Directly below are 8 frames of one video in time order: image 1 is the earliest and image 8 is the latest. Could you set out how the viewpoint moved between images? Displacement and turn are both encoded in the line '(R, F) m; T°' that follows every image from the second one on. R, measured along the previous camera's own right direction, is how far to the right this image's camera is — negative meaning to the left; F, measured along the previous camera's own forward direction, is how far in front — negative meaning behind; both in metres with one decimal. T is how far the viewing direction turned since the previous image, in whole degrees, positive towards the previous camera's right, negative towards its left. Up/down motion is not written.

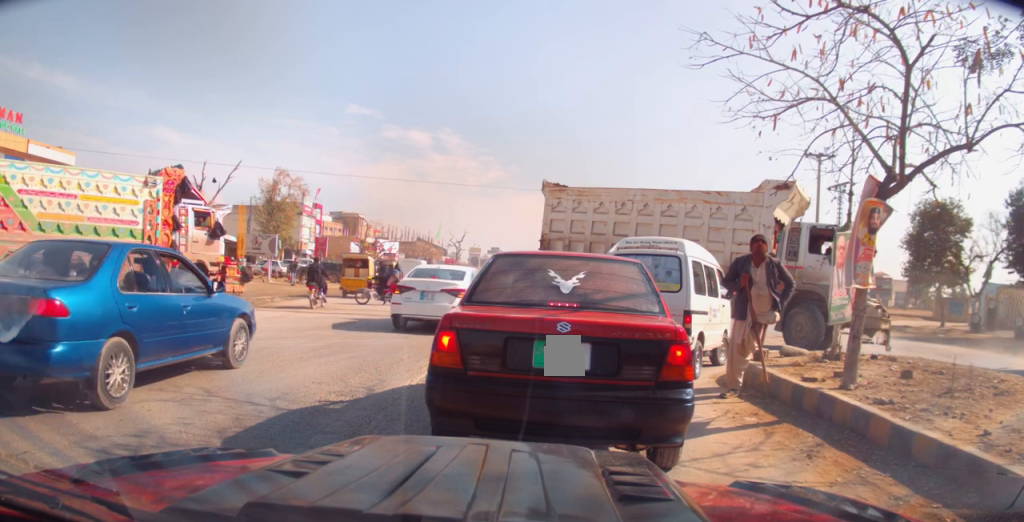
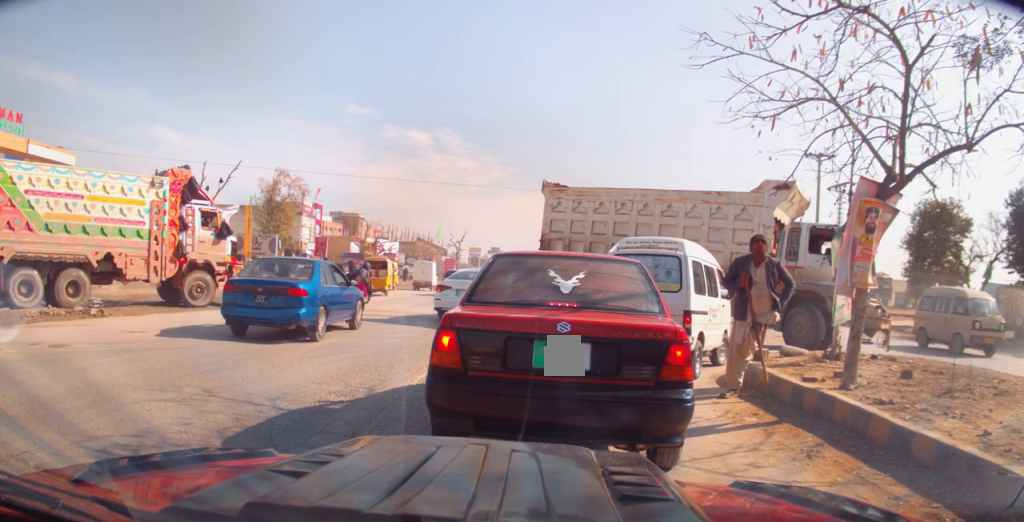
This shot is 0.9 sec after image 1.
(0.0, 0.0) m; 0°
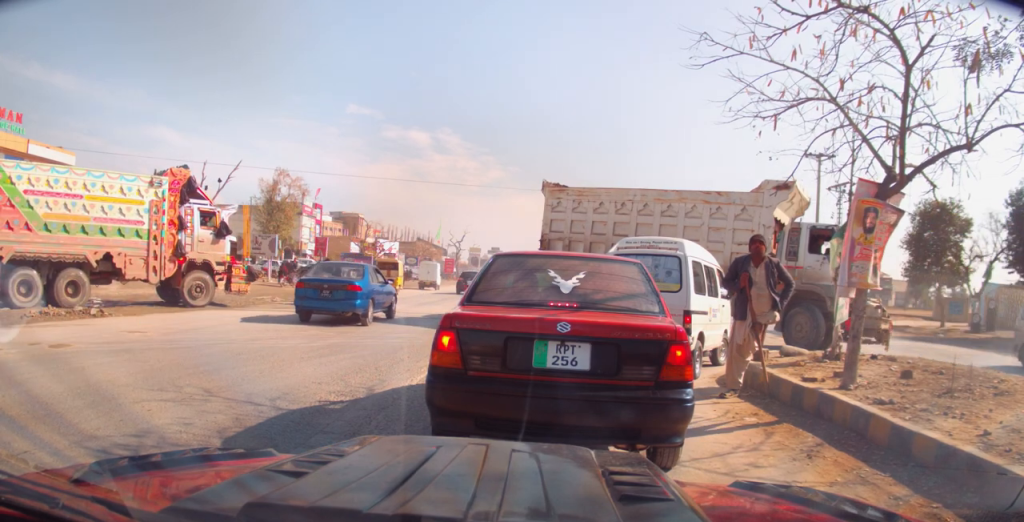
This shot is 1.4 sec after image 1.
(0.0, 0.0) m; 0°
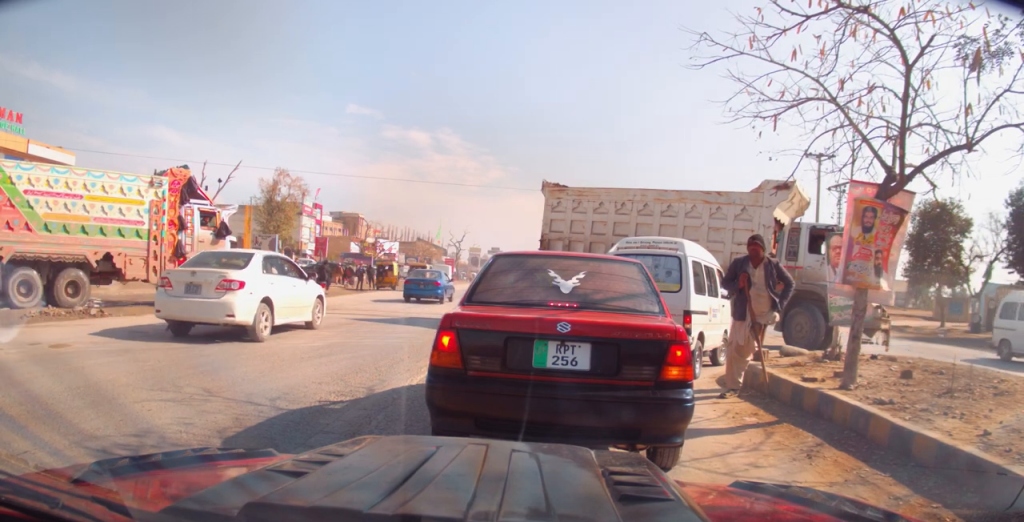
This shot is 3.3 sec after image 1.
(0.0, 0.0) m; 0°
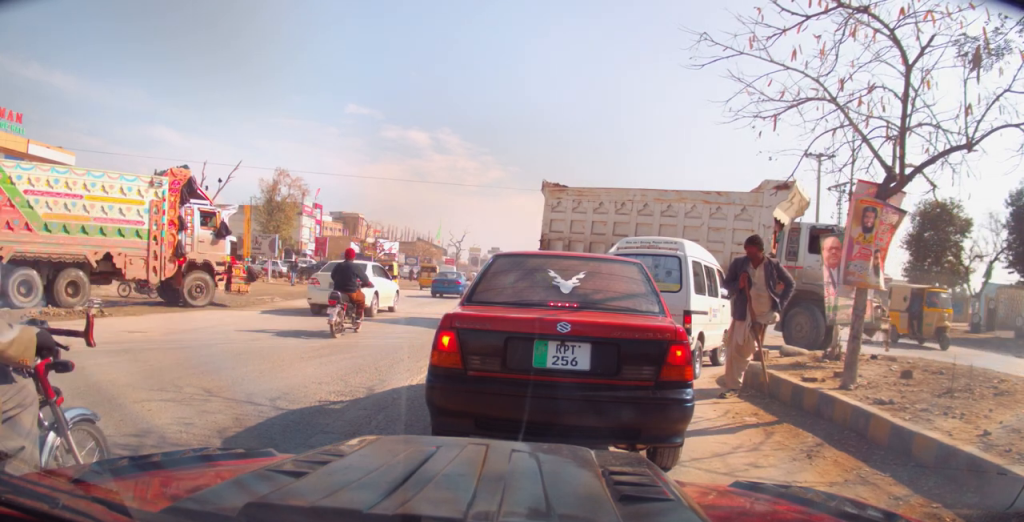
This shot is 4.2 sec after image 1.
(0.0, 0.0) m; 0°
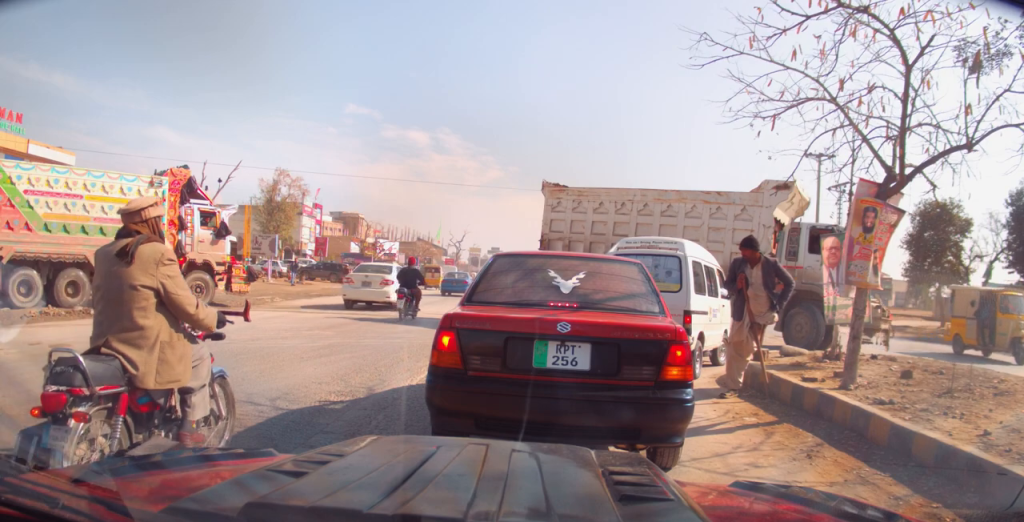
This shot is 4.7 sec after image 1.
(0.0, 0.0) m; 0°
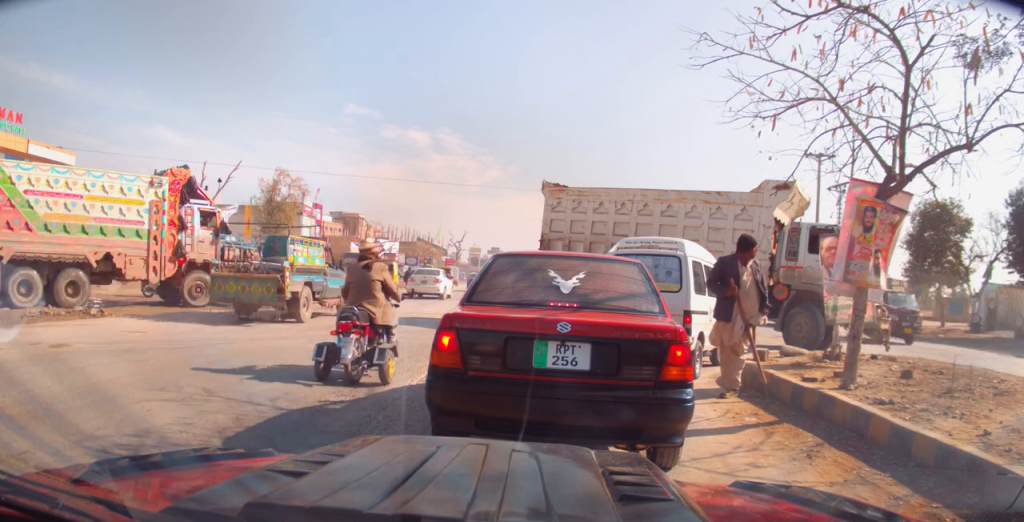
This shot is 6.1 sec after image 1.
(0.0, 0.0) m; 0°
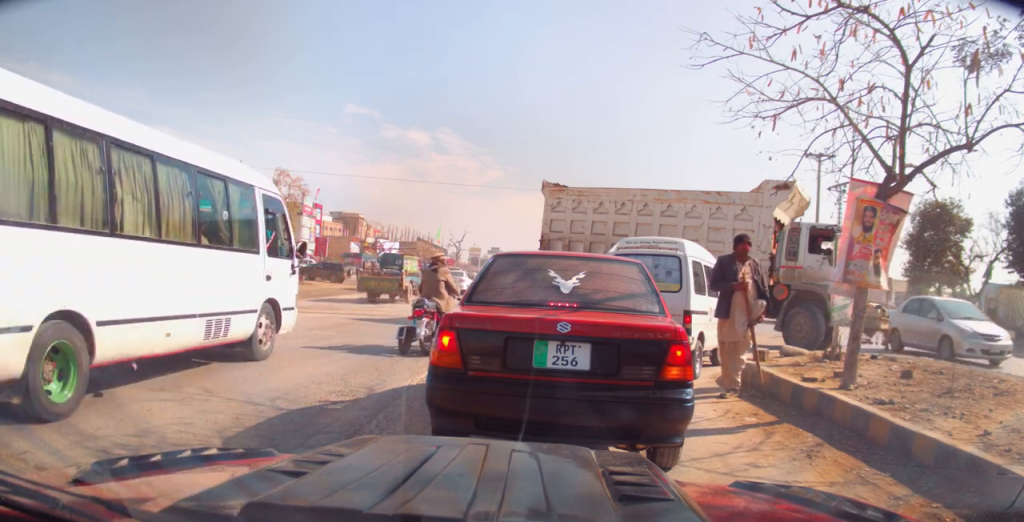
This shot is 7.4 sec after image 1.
(0.0, 0.0) m; 0°
